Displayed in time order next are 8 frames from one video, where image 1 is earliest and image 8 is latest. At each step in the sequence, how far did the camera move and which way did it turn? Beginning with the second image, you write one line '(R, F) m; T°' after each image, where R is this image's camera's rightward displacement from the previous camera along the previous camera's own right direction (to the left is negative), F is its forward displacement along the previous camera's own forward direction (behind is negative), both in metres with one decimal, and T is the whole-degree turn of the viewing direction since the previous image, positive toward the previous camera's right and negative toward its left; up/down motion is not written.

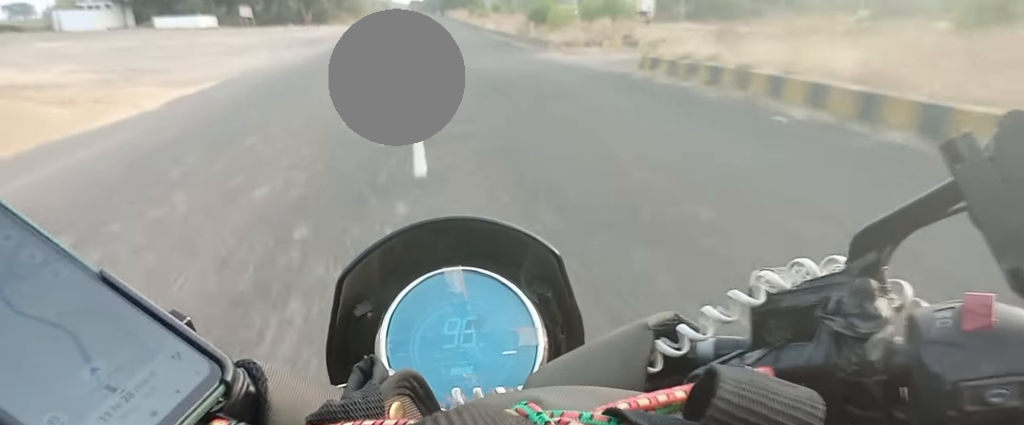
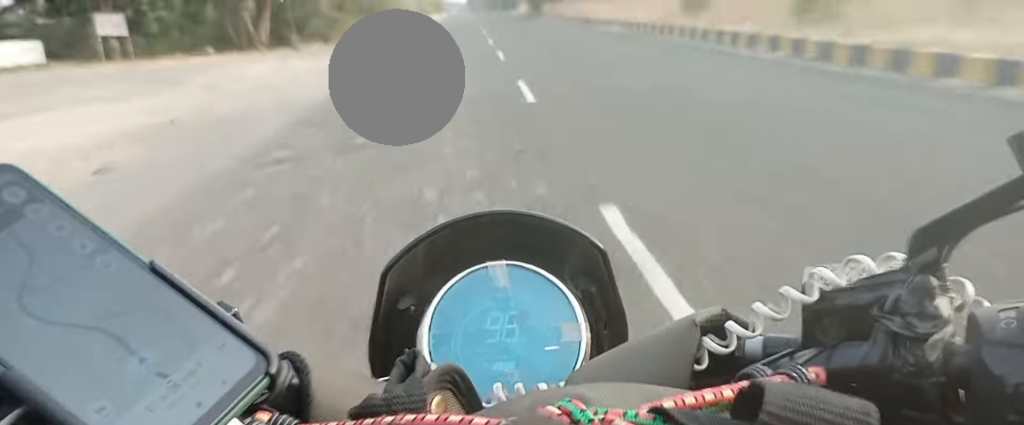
(-1.0, +50.5) m; -2°
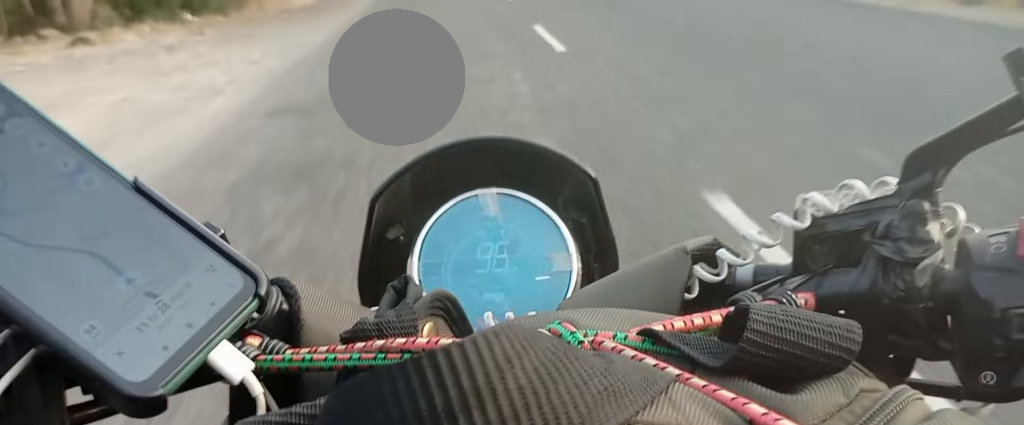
(-0.2, +19.6) m; 0°
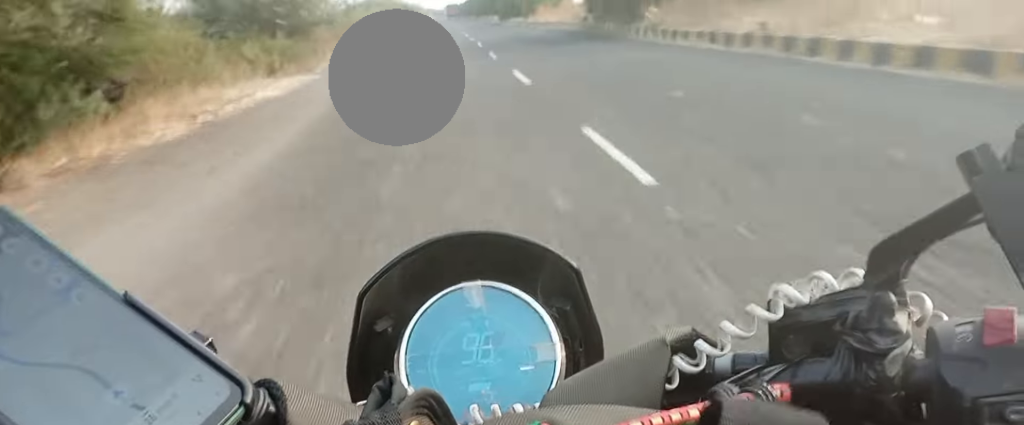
(+0.1, +13.4) m; +1°
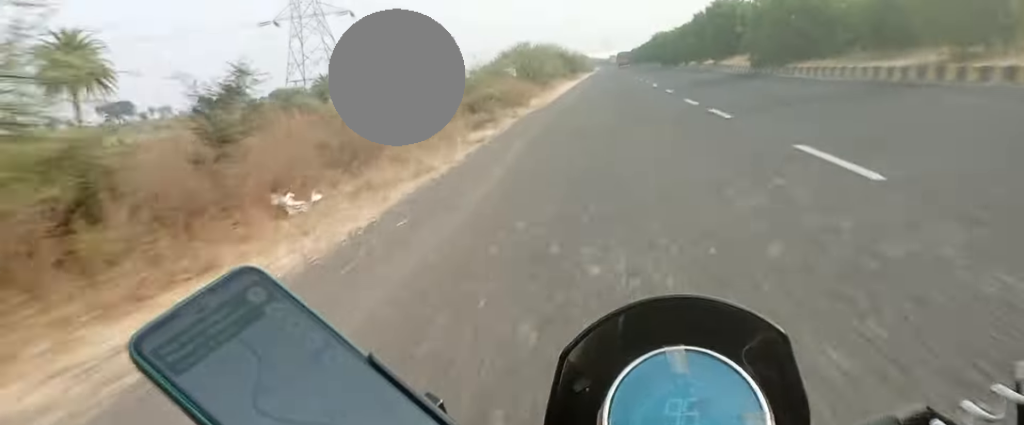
(+1.3, +43.8) m; +2°
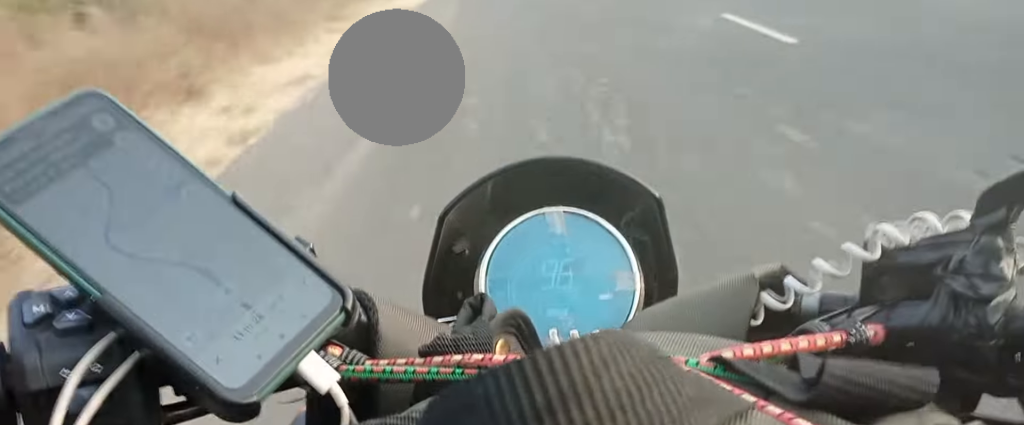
(-0.5, +31.9) m; -1°
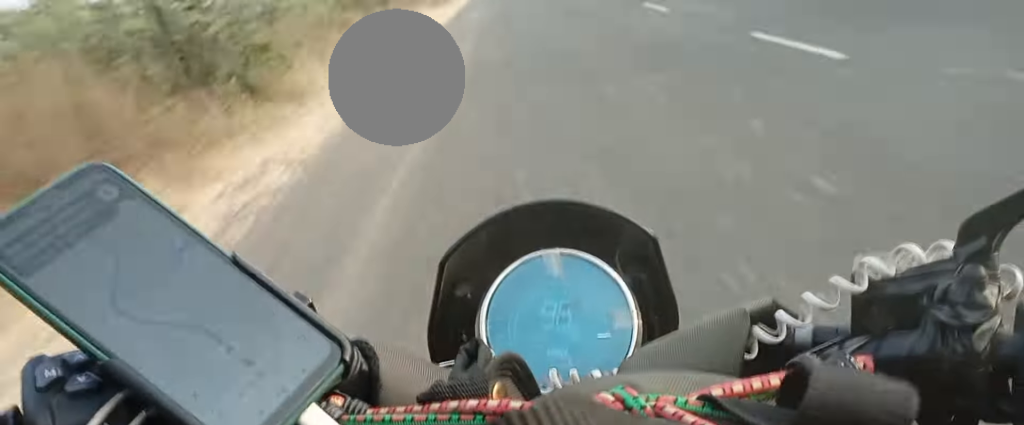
(-0.1, +18.5) m; +1°
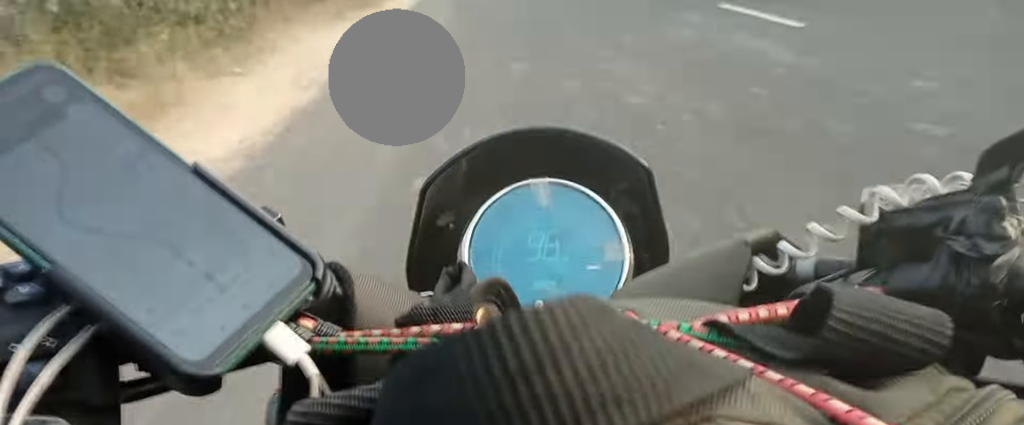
(+0.3, +17.6) m; 0°
